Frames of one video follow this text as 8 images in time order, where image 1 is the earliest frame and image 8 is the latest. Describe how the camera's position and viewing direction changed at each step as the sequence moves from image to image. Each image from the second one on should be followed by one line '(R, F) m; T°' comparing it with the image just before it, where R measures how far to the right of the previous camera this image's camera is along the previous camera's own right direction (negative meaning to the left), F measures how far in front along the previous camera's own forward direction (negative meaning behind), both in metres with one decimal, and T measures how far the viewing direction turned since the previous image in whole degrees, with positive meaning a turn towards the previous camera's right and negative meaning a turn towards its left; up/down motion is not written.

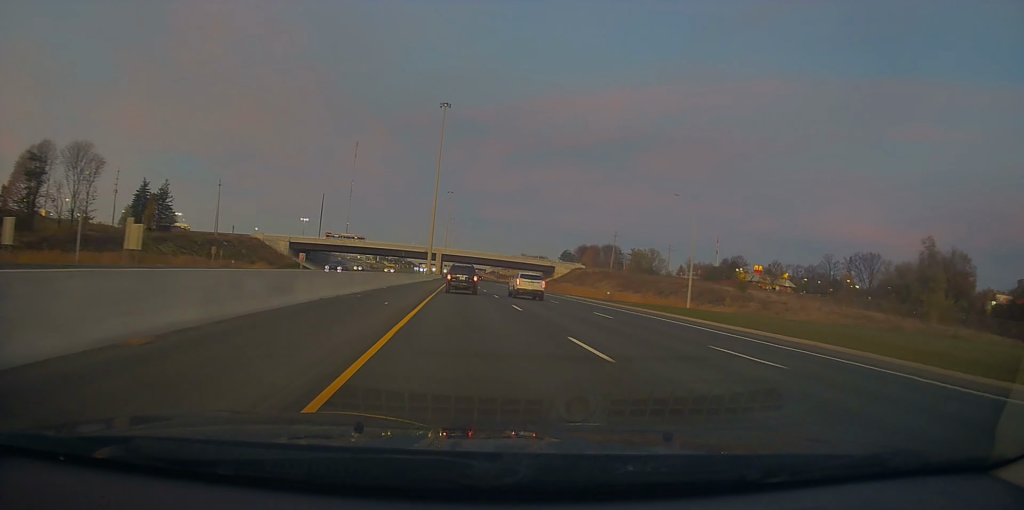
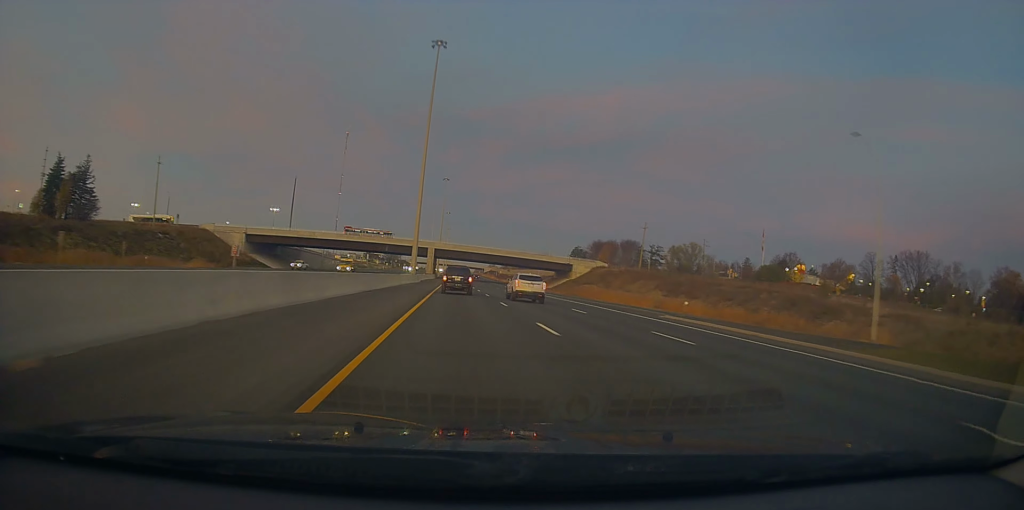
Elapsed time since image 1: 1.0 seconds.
(+0.7, +33.9) m; +1°
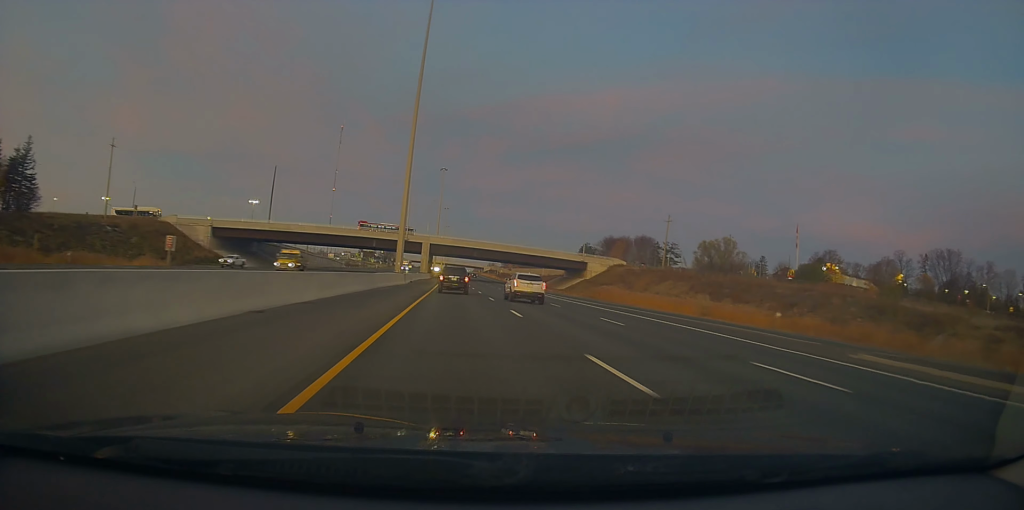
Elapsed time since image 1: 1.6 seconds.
(-0.3, +18.1) m; 0°
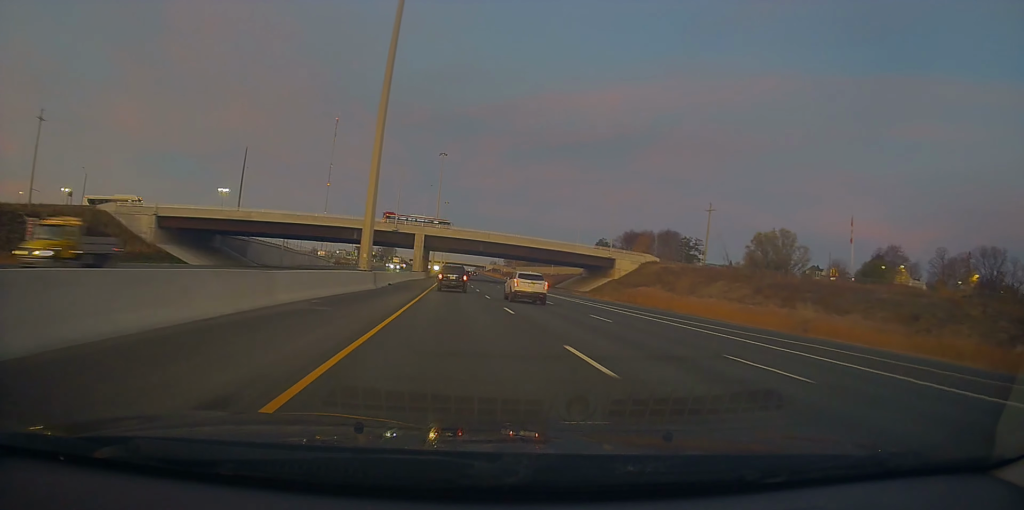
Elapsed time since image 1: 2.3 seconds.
(+0.2, +23.5) m; 0°
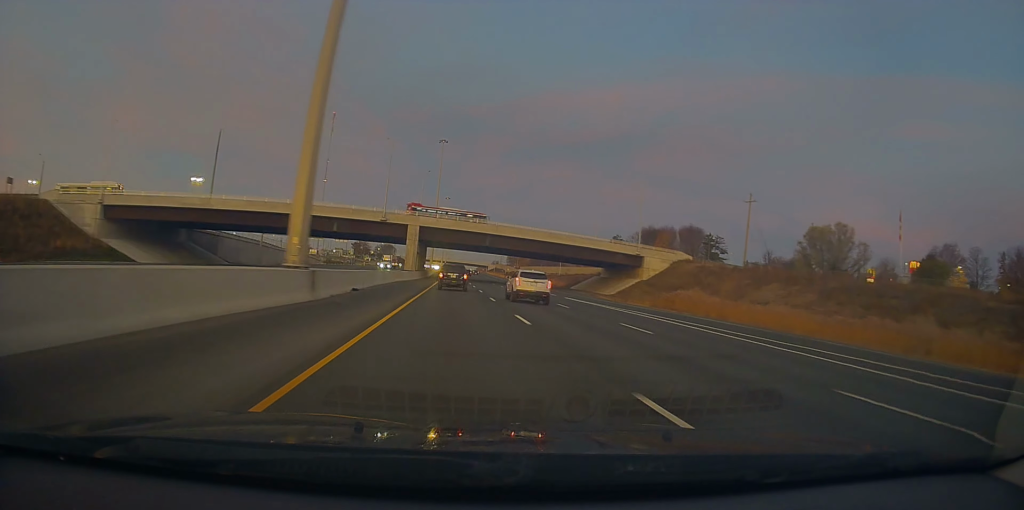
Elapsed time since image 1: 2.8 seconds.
(+0.2, +17.3) m; 0°
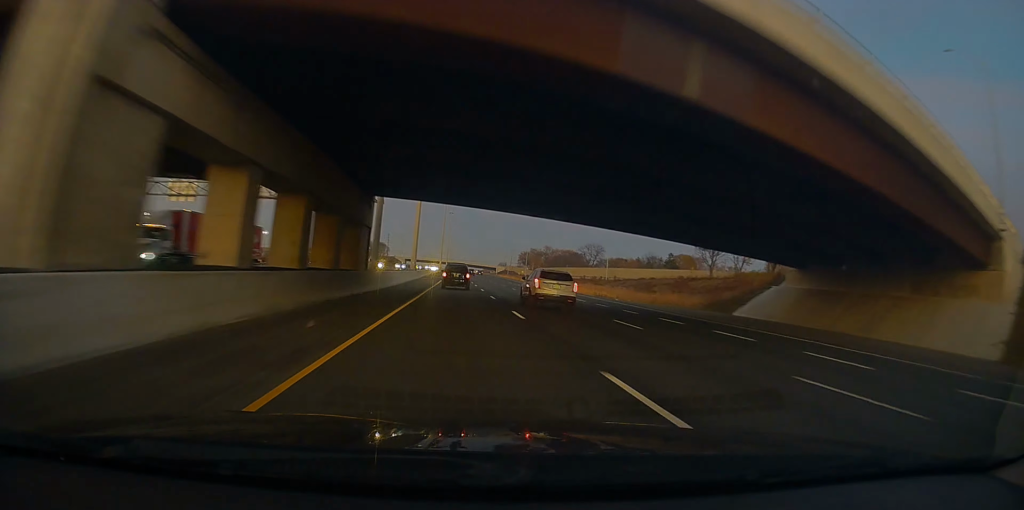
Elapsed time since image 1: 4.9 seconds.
(-0.2, +70.9) m; -1°
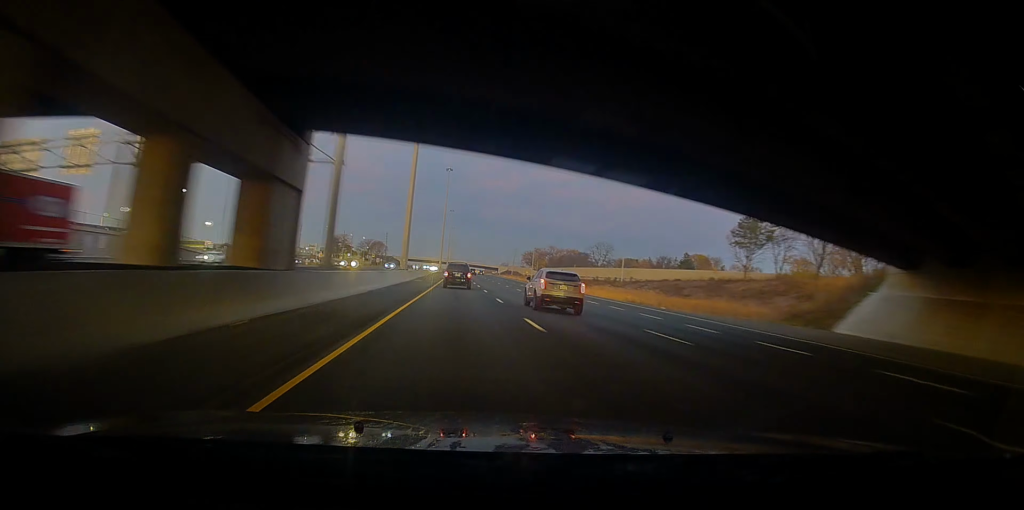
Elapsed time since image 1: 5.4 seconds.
(-0.5, +15.7) m; 0°
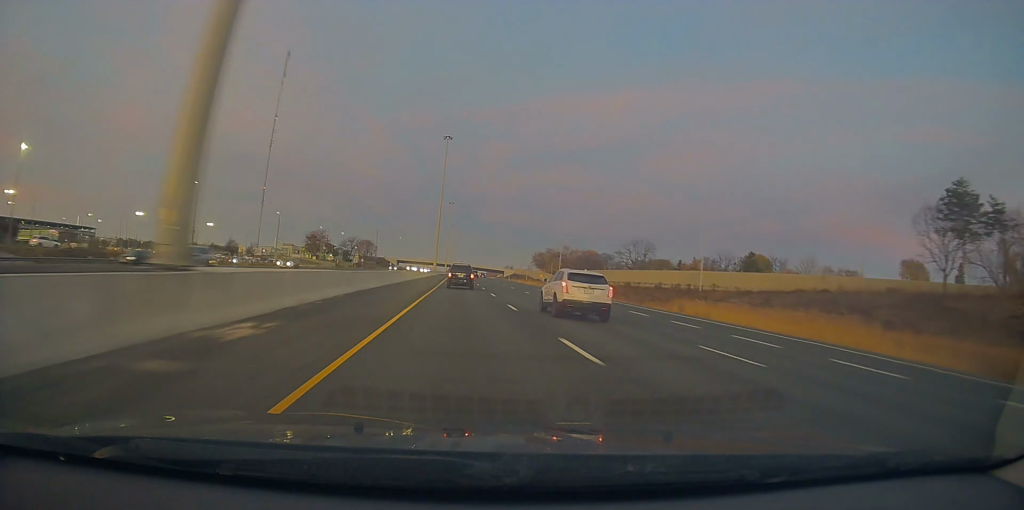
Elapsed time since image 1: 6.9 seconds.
(+0.1, +52.1) m; +1°
